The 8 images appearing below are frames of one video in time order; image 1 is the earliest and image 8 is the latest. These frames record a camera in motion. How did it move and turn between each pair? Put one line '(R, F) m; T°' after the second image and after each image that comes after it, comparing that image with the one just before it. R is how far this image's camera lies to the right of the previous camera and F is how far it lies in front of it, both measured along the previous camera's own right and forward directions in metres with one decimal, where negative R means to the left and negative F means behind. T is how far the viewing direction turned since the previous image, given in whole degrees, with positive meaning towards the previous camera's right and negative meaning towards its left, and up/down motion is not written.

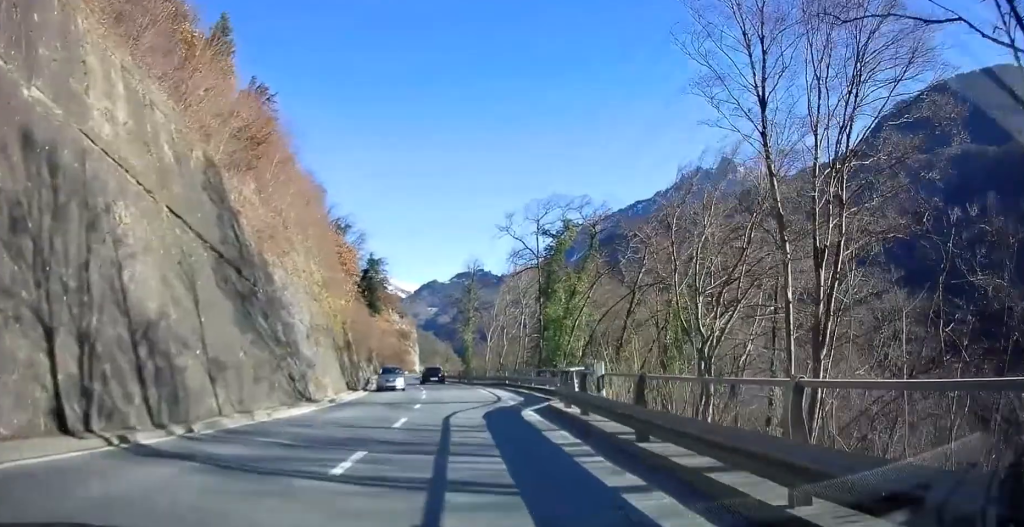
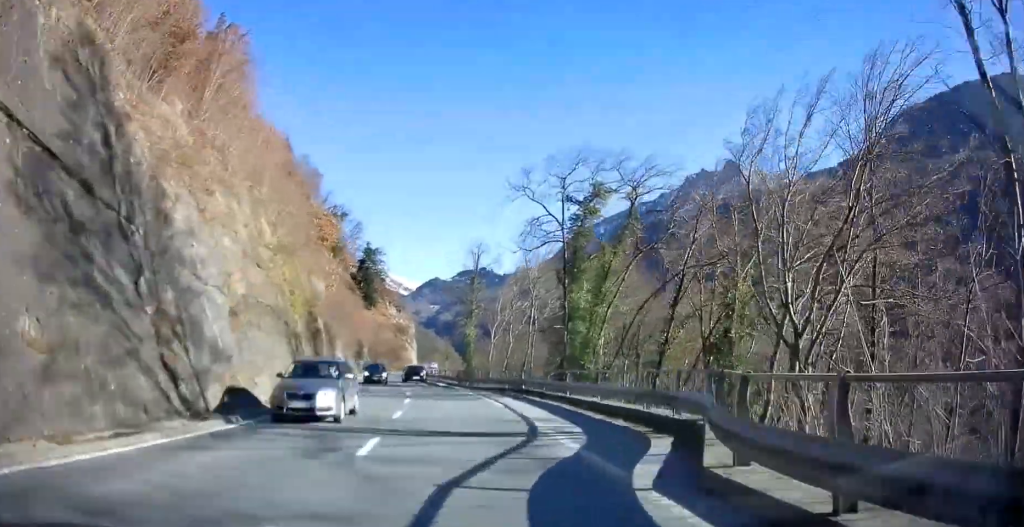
(+0.1, +10.6) m; +1°
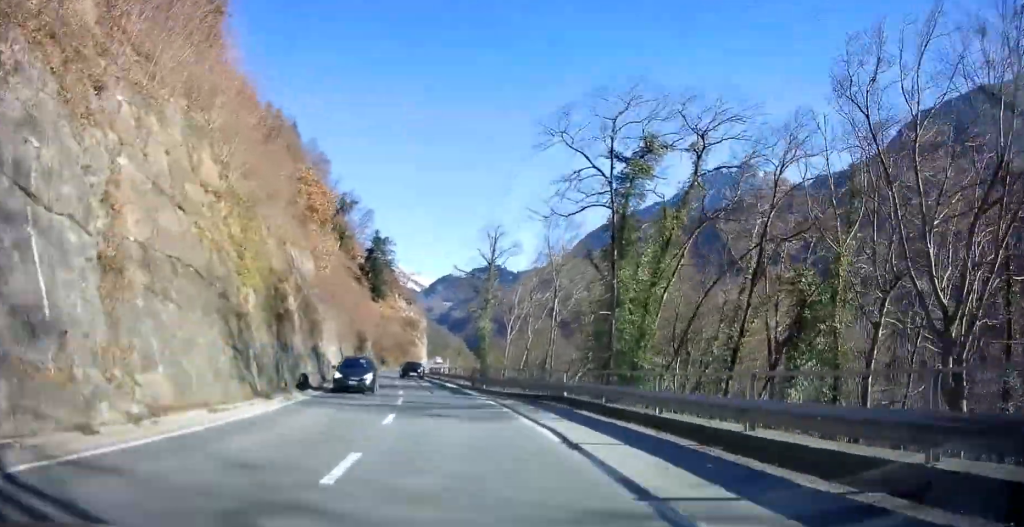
(0.0, +8.4) m; -1°
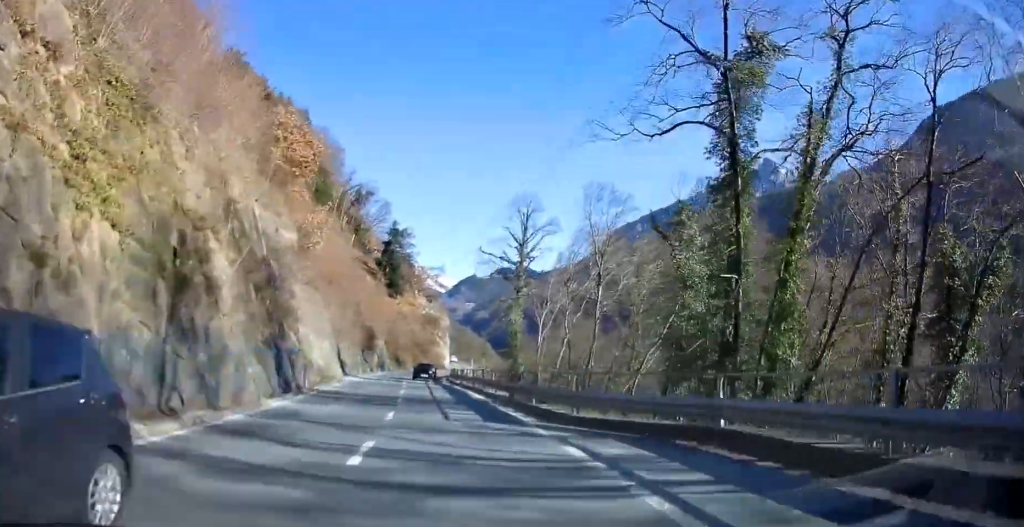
(+0.1, +11.3) m; -1°
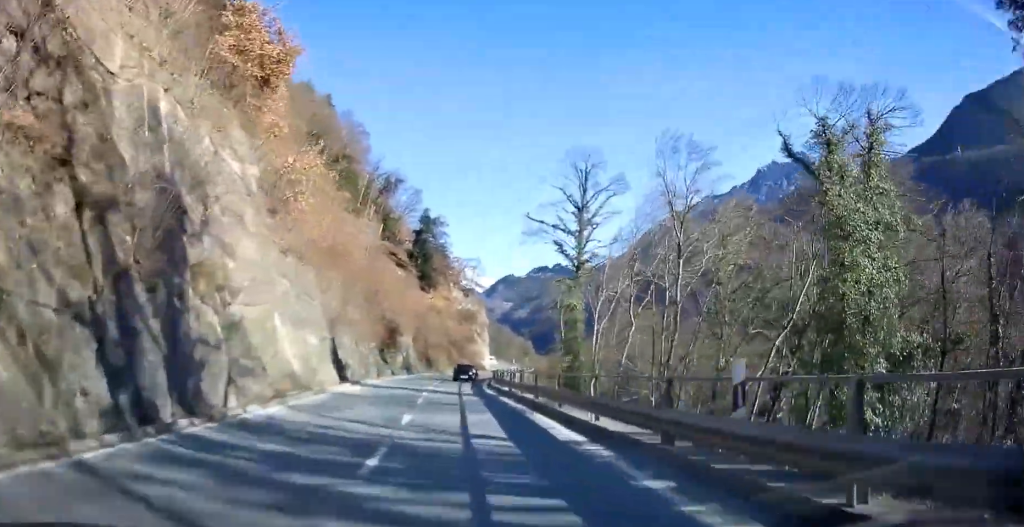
(-0.4, +13.0) m; -3°
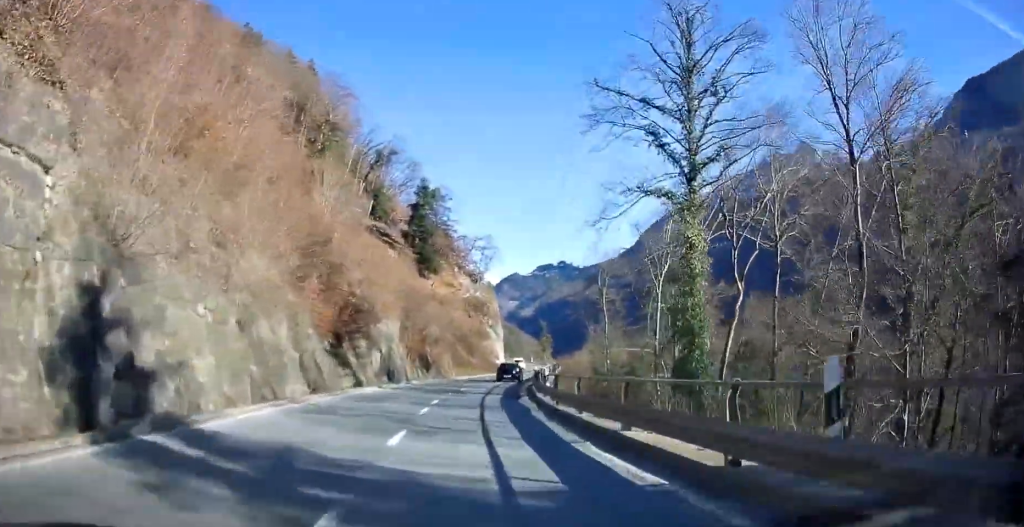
(-0.6, +21.6) m; -2°
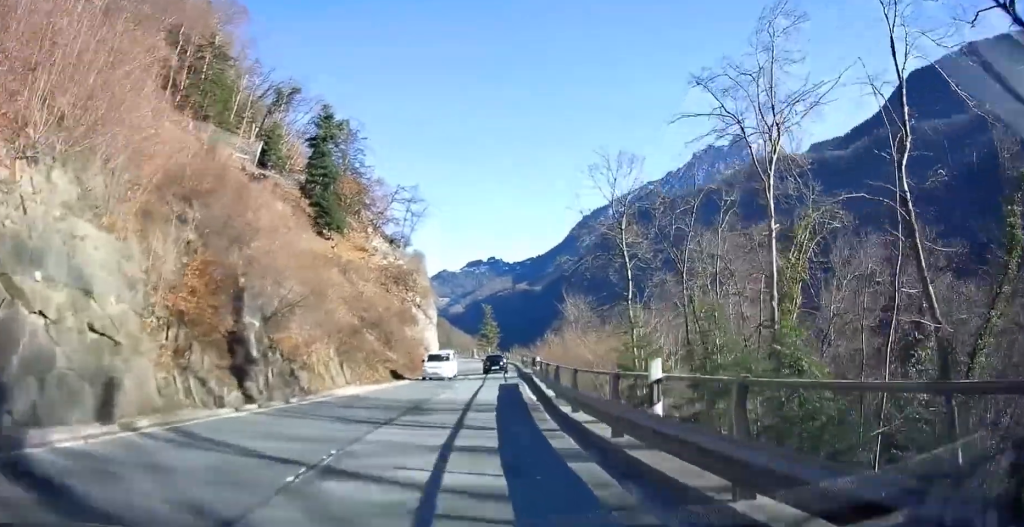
(+1.3, +29.6) m; +5°
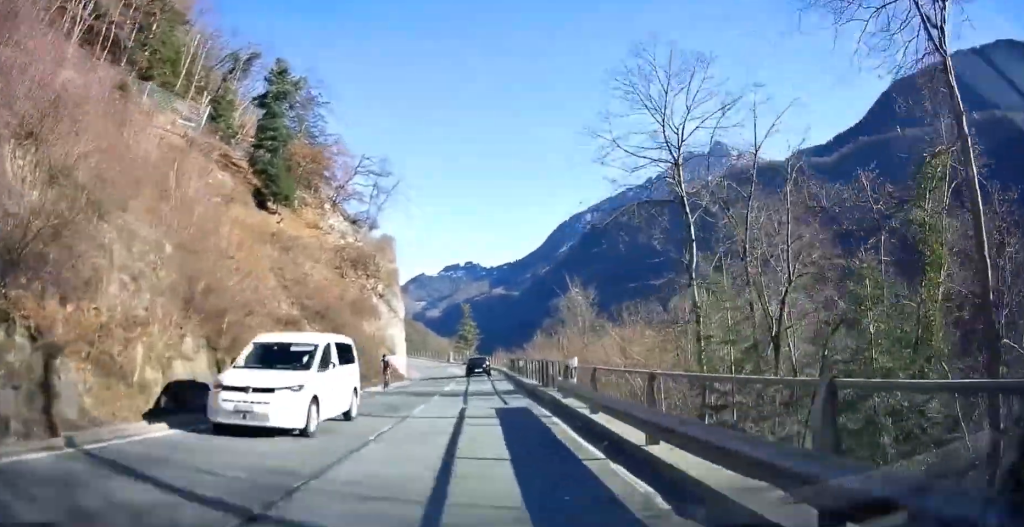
(+0.1, +13.2) m; +1°
